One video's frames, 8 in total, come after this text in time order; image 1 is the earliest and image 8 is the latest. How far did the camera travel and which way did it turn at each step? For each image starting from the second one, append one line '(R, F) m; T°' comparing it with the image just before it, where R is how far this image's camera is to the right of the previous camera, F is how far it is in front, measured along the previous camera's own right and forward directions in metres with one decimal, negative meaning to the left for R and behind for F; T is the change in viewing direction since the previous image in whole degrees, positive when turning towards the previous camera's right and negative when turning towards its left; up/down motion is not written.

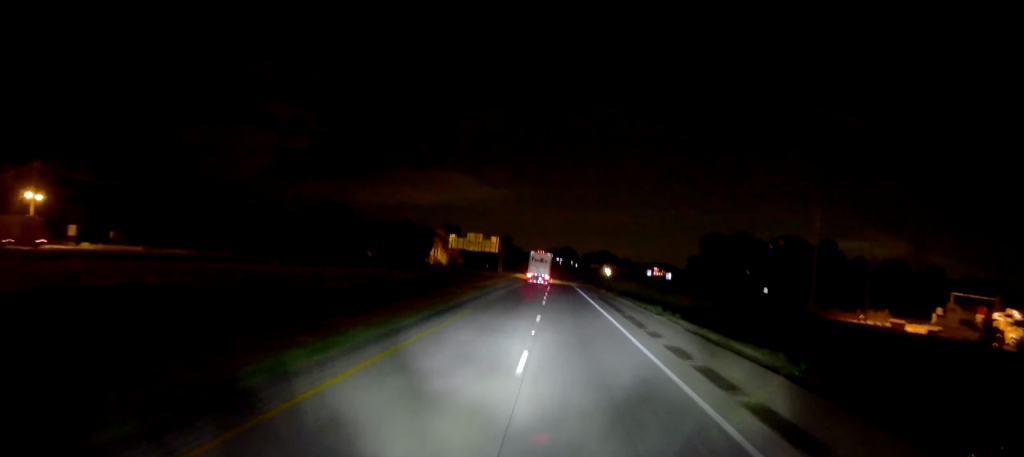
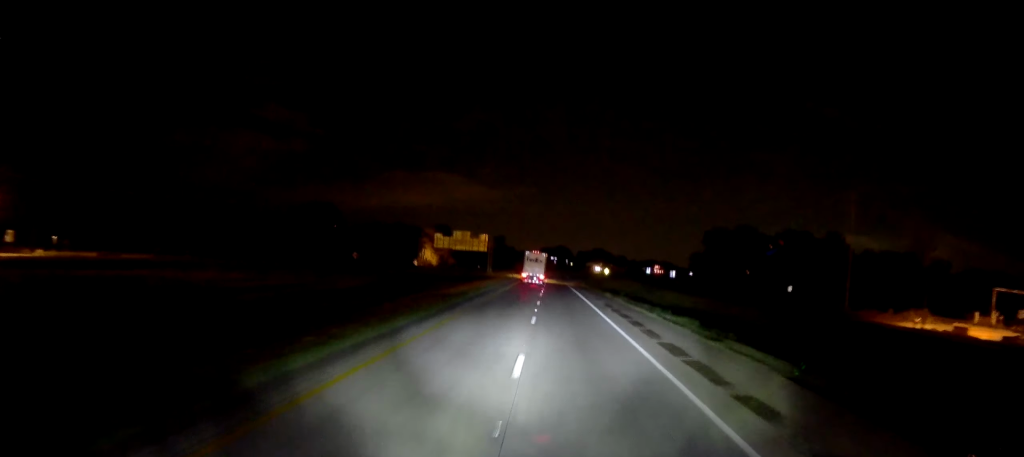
(-0.1, +12.4) m; 0°
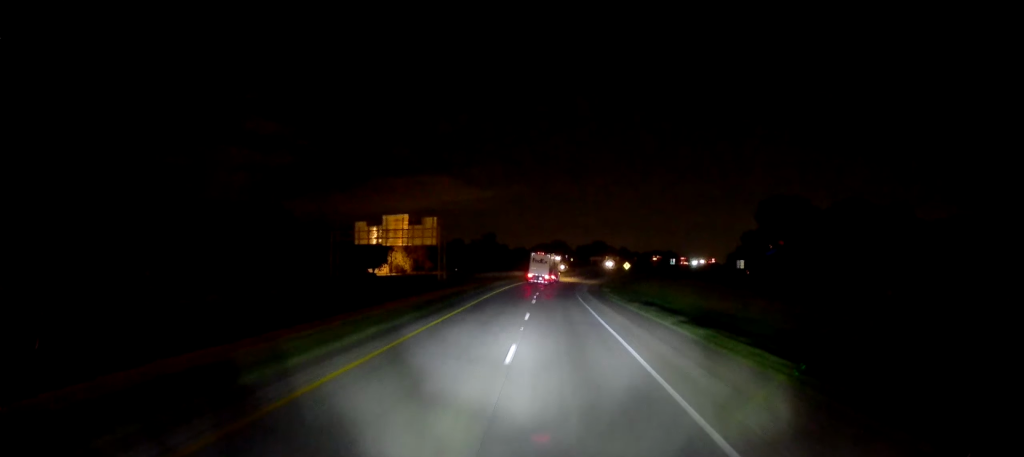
(0.0, +60.3) m; 0°
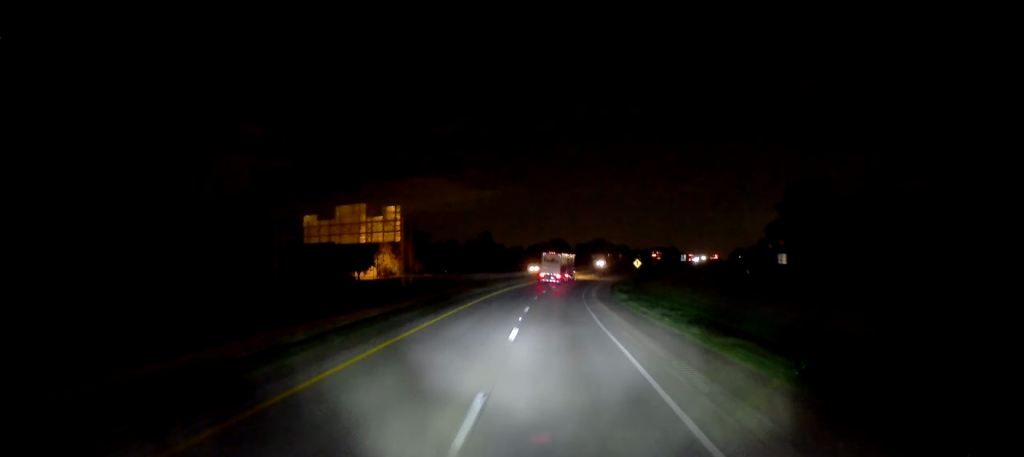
(0.0, +18.9) m; 0°
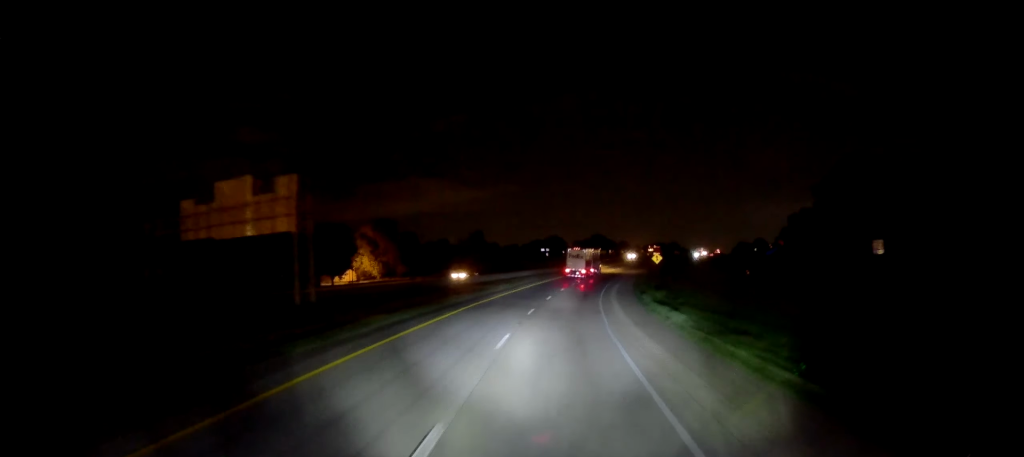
(0.0, +26.6) m; +1°
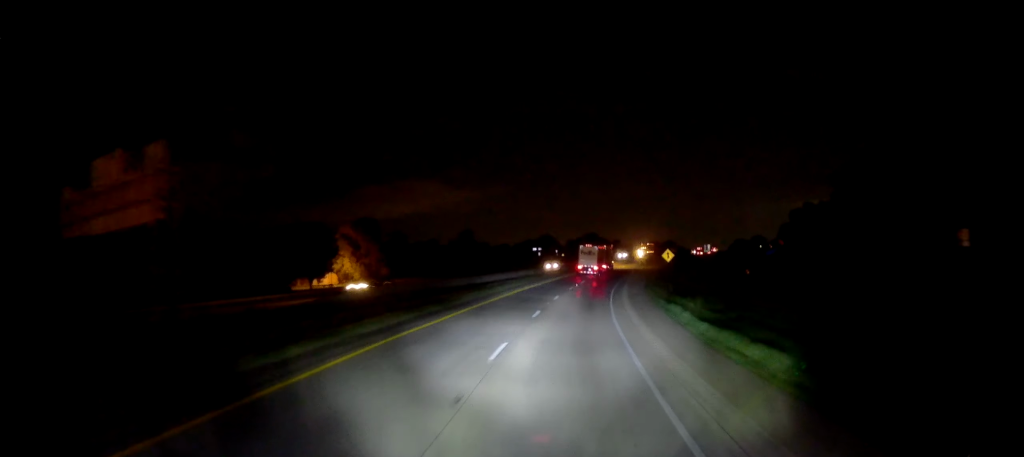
(+0.2, +14.8) m; +1°
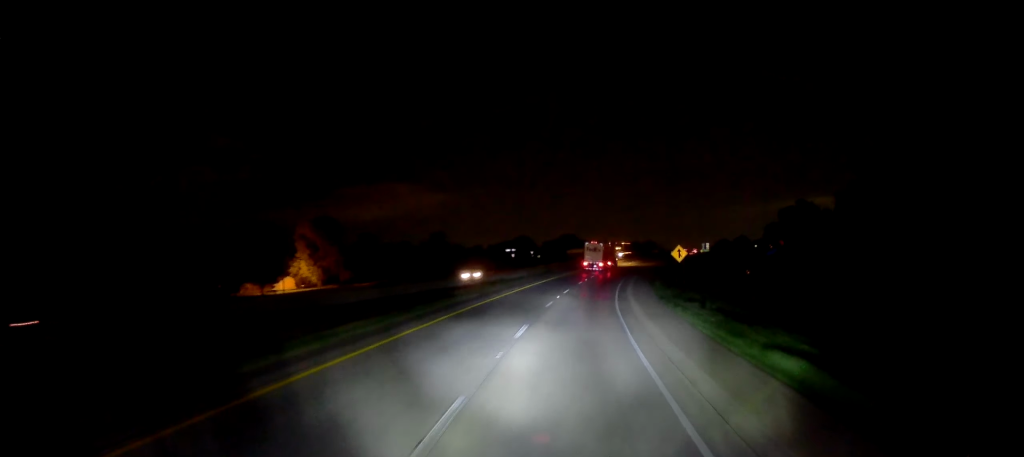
(+0.2, +19.6) m; +1°
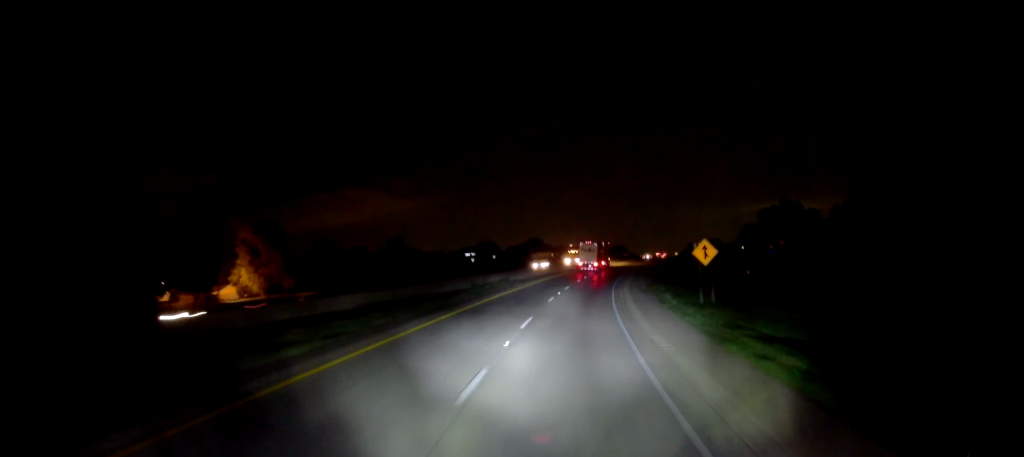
(-0.1, +20.8) m; +2°
